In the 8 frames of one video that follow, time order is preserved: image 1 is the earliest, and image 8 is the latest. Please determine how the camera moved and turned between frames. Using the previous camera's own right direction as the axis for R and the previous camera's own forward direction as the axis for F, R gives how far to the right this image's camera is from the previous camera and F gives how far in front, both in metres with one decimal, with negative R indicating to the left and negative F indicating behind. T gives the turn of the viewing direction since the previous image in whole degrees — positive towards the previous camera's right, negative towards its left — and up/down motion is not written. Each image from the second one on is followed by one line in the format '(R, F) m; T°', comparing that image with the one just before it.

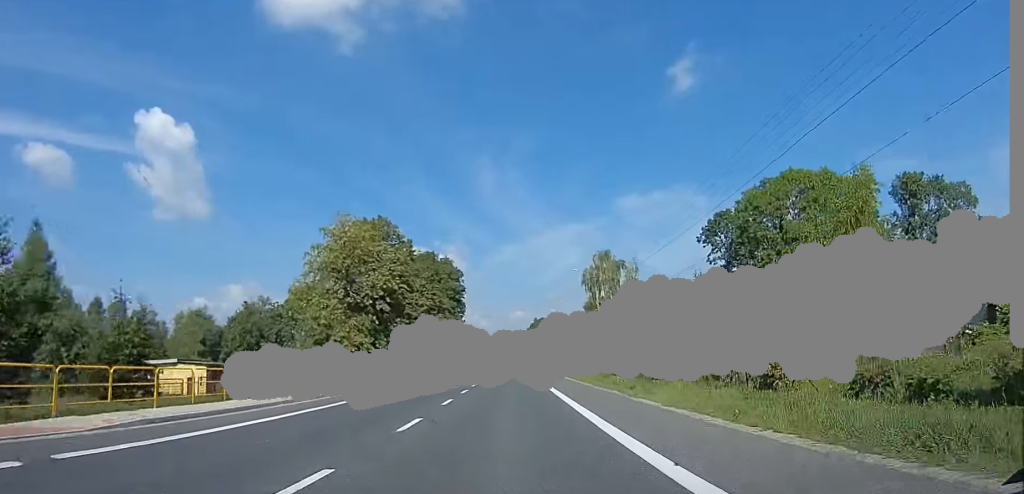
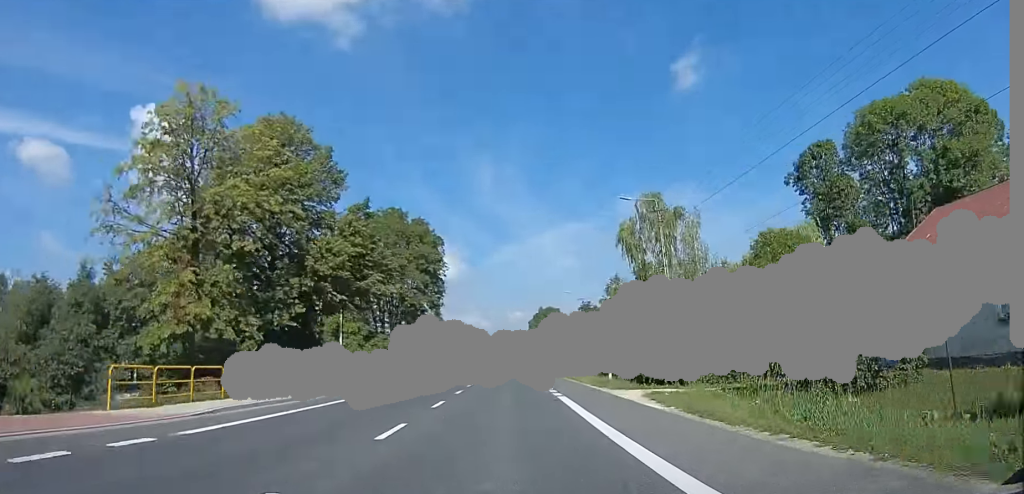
(+0.1, +24.5) m; 0°
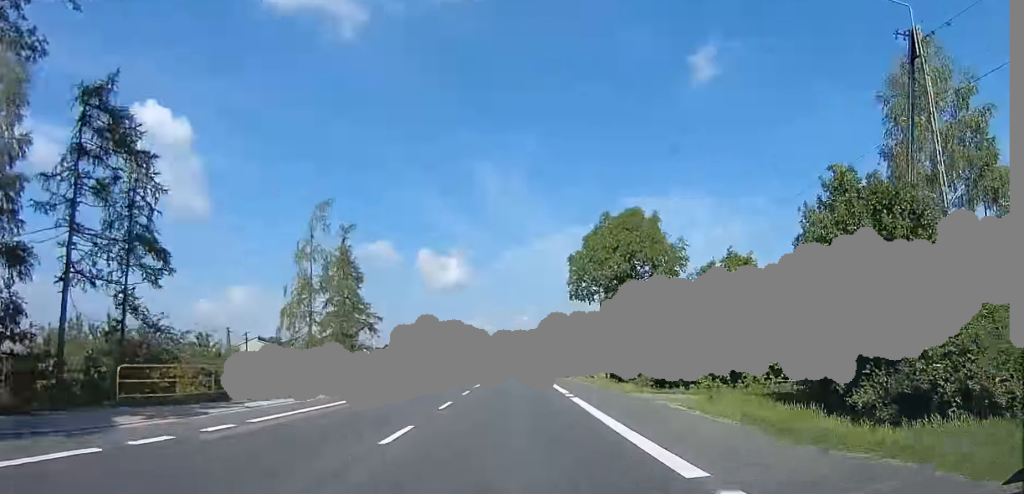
(0.0, +58.9) m; 0°
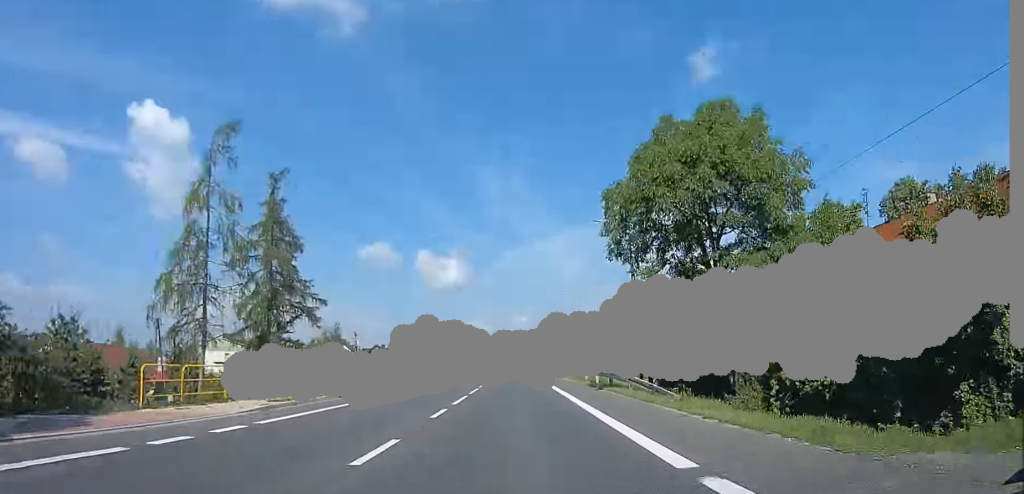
(0.0, +13.1) m; 0°
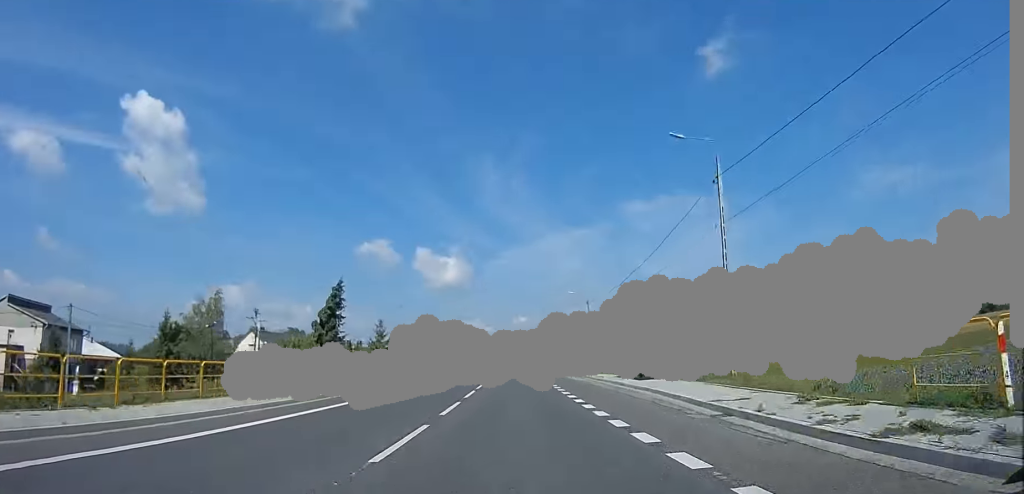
(+0.7, +47.2) m; +2°
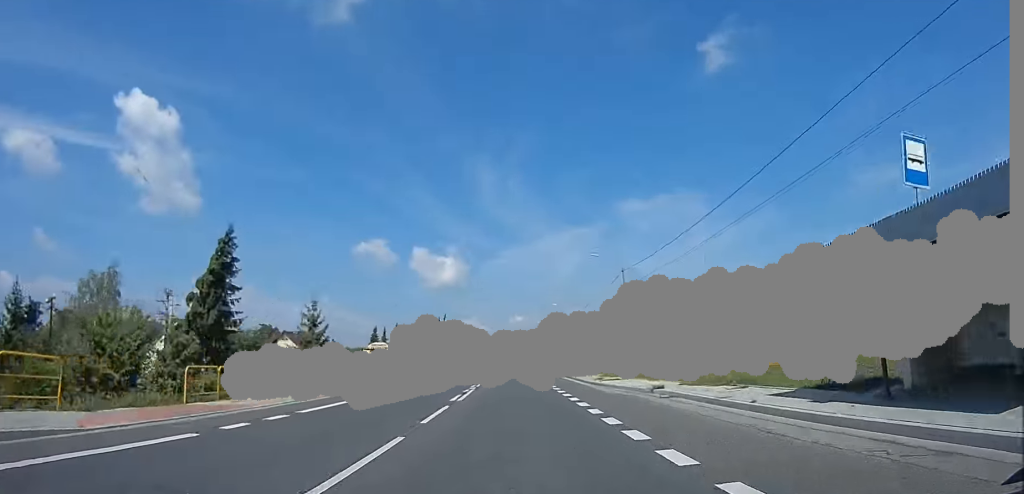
(+0.2, +20.0) m; 0°
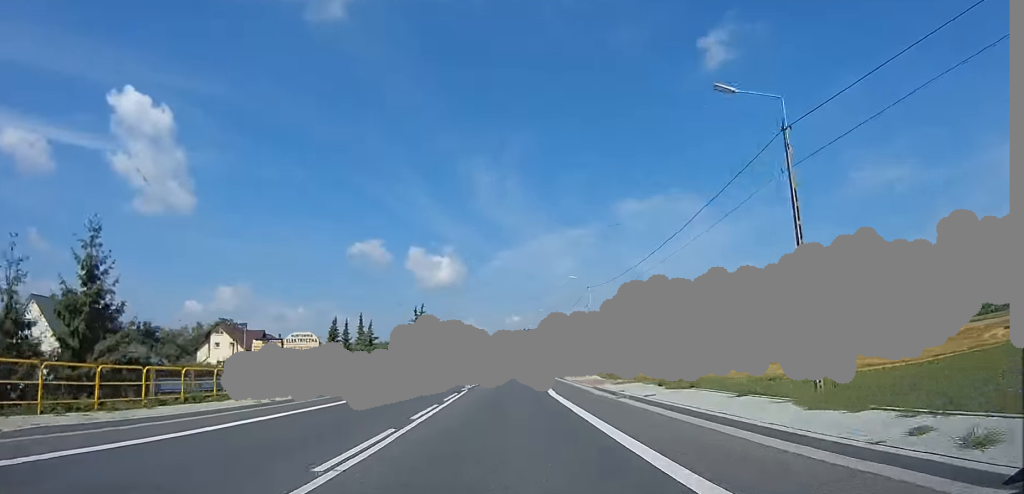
(+0.1, +24.0) m; -1°
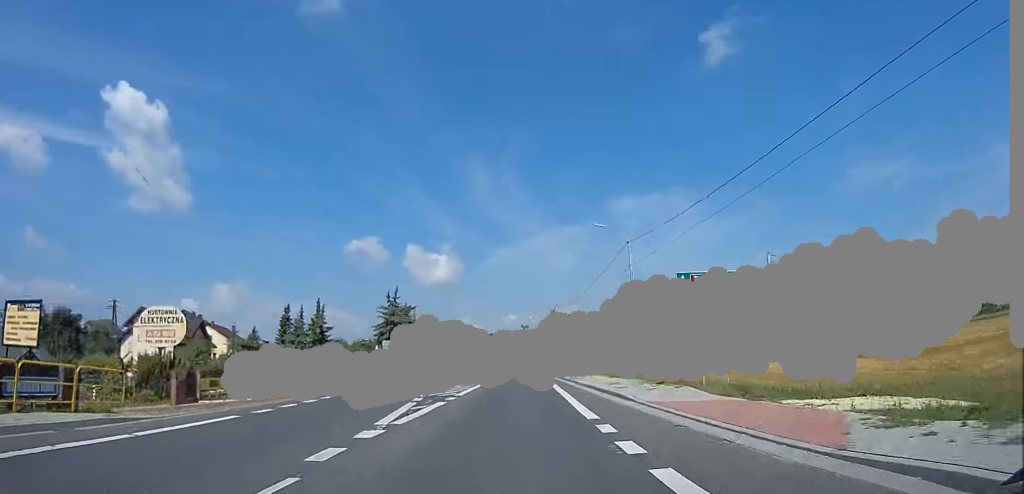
(-0.4, +19.0) m; -1°
